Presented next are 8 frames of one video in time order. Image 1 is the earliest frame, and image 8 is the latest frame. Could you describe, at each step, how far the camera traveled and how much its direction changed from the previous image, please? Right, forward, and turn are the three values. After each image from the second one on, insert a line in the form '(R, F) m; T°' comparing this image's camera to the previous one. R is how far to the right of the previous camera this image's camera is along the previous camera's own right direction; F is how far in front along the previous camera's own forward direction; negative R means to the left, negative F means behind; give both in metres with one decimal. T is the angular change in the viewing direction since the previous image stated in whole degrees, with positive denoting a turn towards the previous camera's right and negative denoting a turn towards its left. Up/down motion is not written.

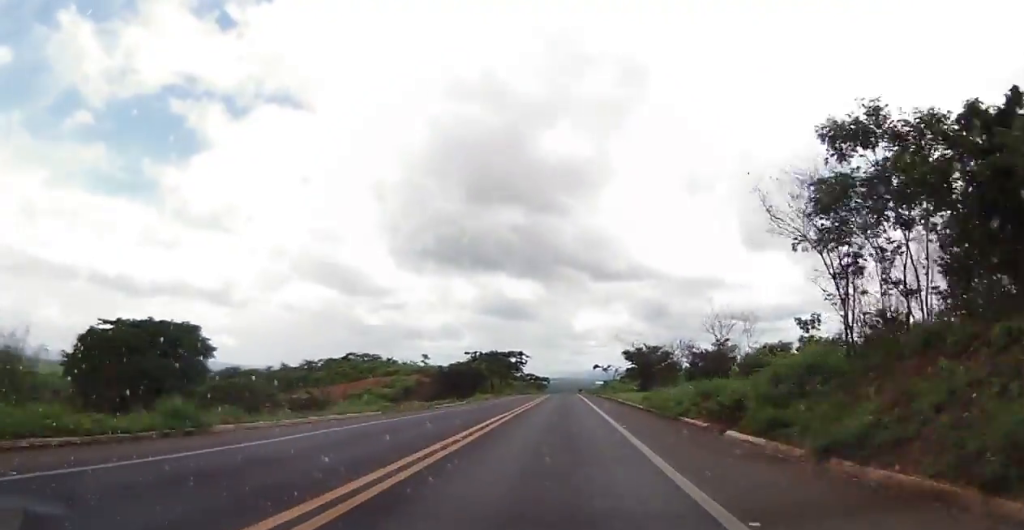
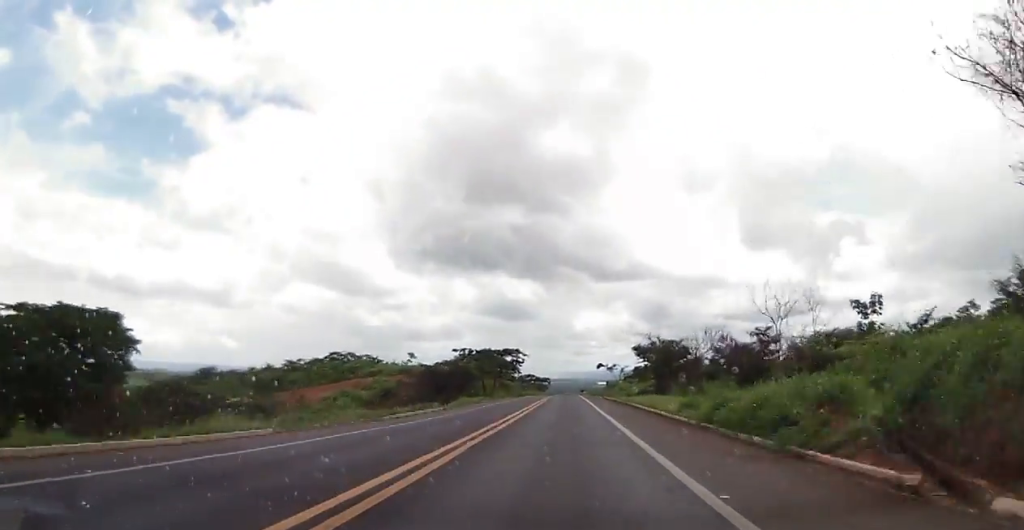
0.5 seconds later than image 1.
(-0.1, +11.8) m; 0°
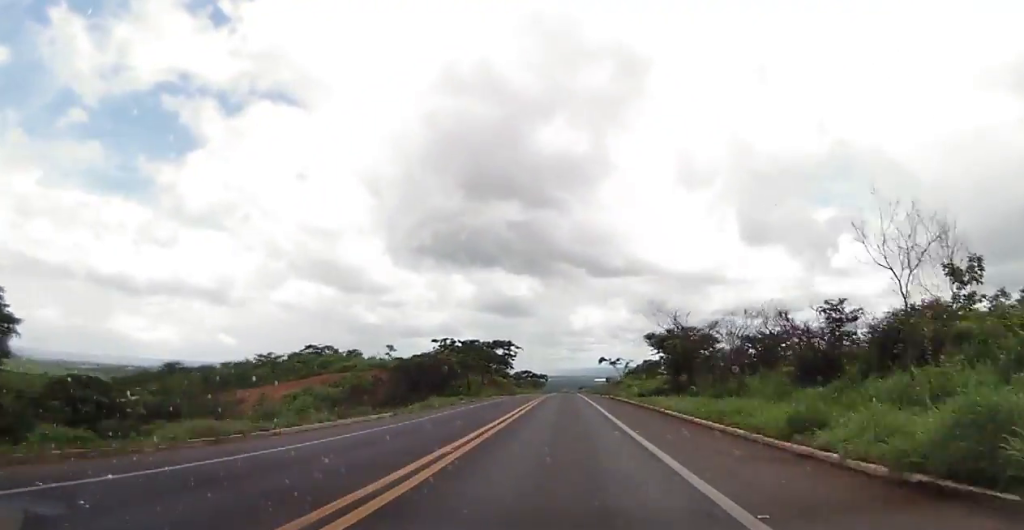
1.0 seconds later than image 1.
(0.0, +12.7) m; 0°
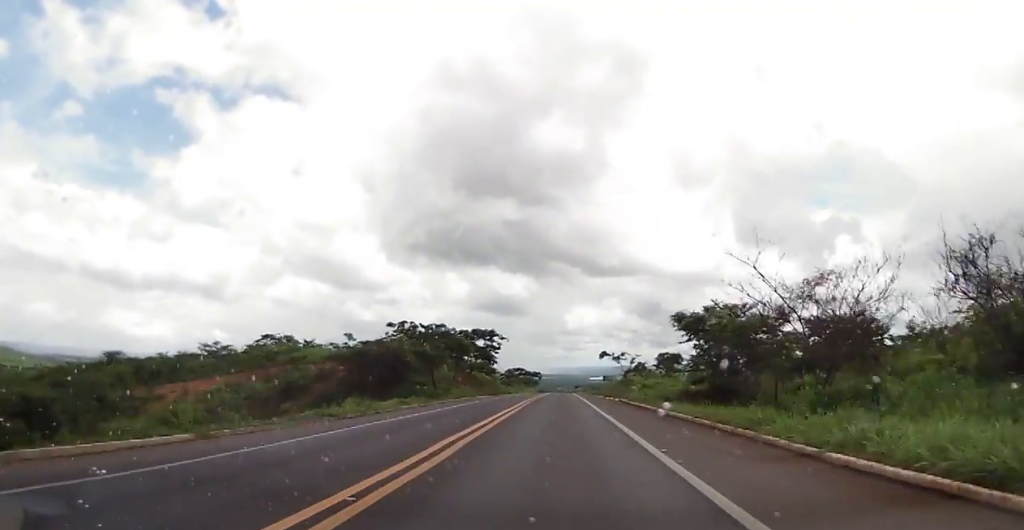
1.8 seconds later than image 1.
(+0.1, +17.6) m; -1°
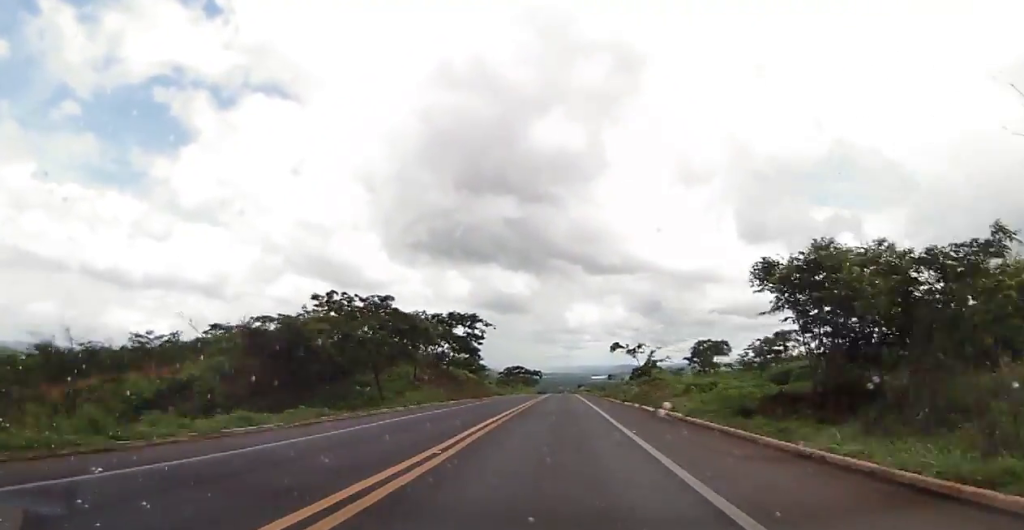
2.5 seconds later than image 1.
(-0.3, +18.5) m; -1°
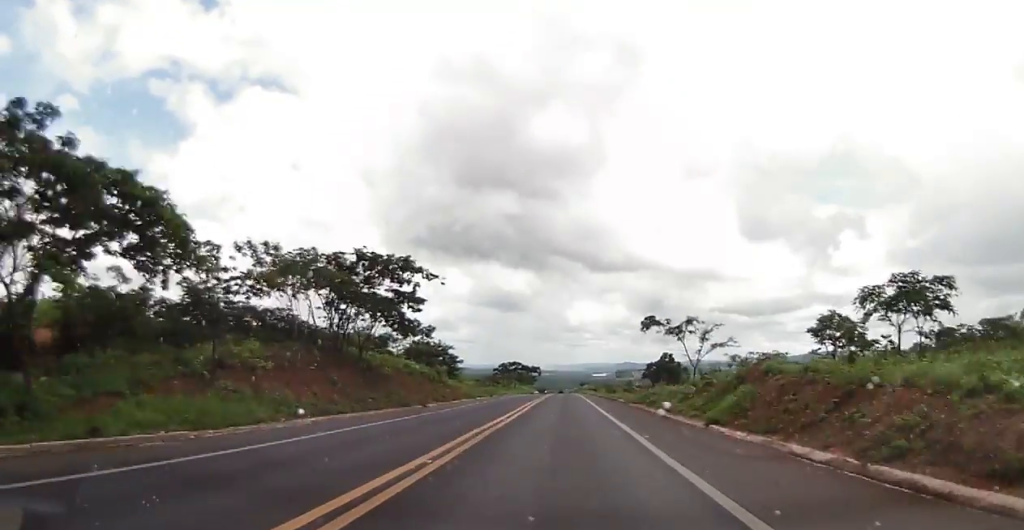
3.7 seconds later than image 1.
(+0.1, +29.4) m; +1°
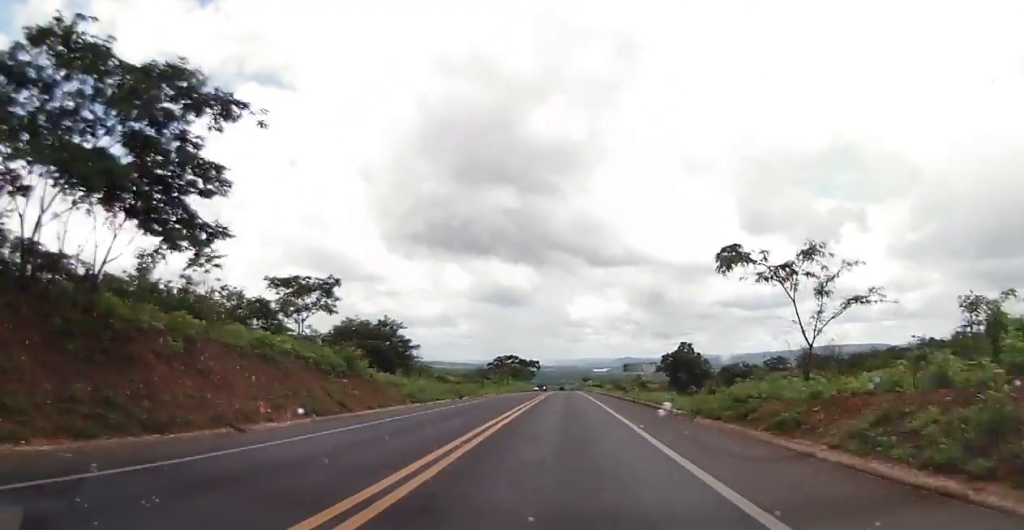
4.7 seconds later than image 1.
(+0.3, +23.6) m; 0°
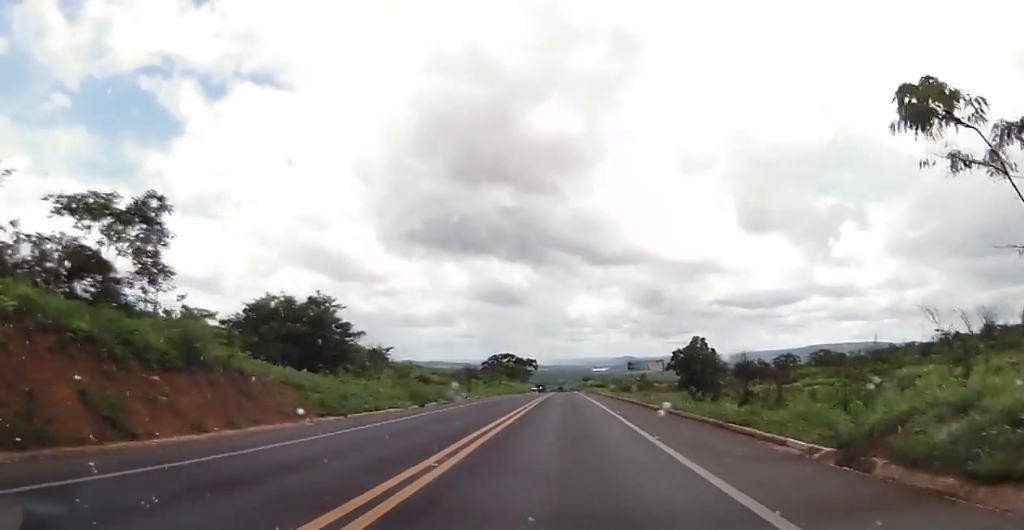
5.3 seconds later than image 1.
(-0.3, +14.5) m; 0°
